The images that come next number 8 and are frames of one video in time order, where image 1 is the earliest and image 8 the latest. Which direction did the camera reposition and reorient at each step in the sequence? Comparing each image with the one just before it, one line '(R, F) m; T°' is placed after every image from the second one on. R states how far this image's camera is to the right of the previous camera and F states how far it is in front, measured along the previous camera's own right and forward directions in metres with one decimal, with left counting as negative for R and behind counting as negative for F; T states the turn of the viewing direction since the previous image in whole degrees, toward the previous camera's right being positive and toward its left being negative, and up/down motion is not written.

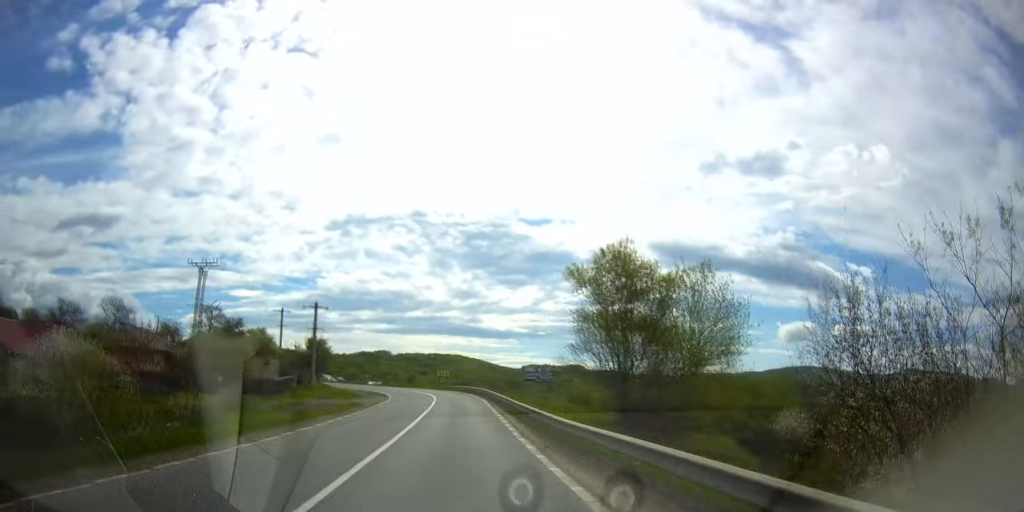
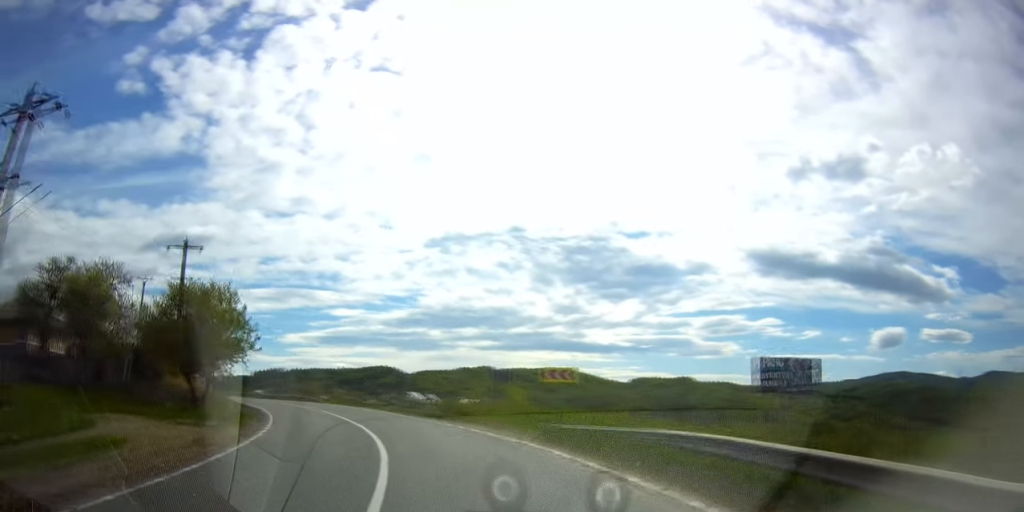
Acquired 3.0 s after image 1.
(-9.0, +60.6) m; -13°
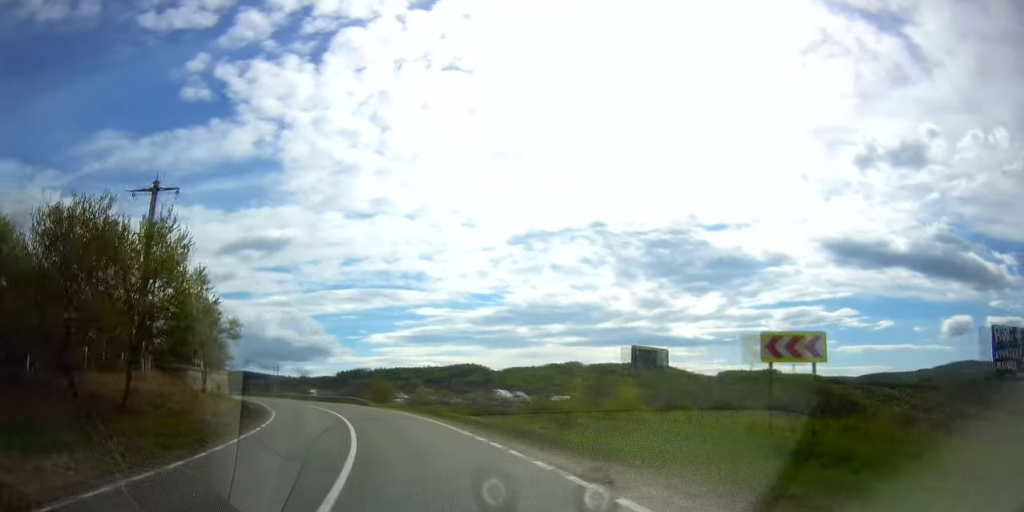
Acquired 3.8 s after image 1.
(-0.1, +16.7) m; -2°
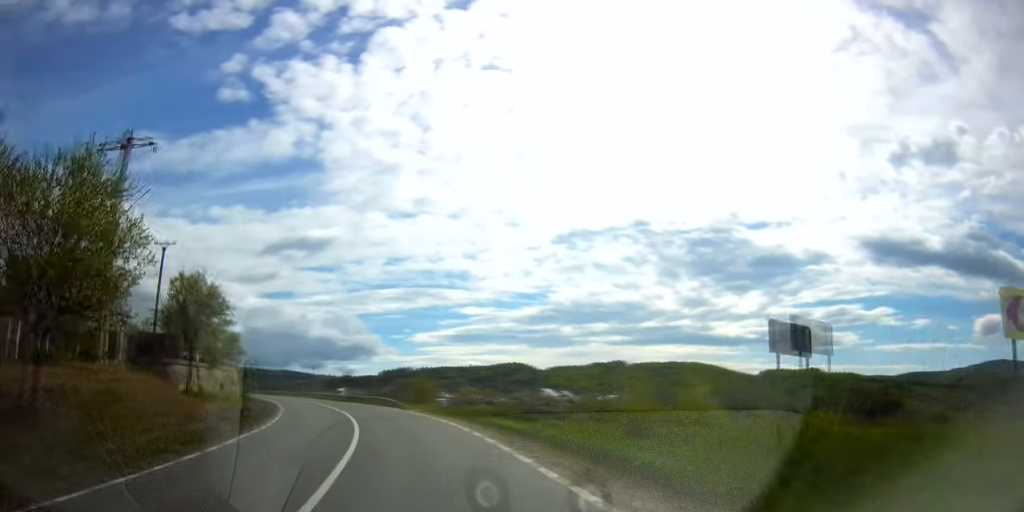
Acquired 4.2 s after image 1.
(+0.2, +7.9) m; -1°
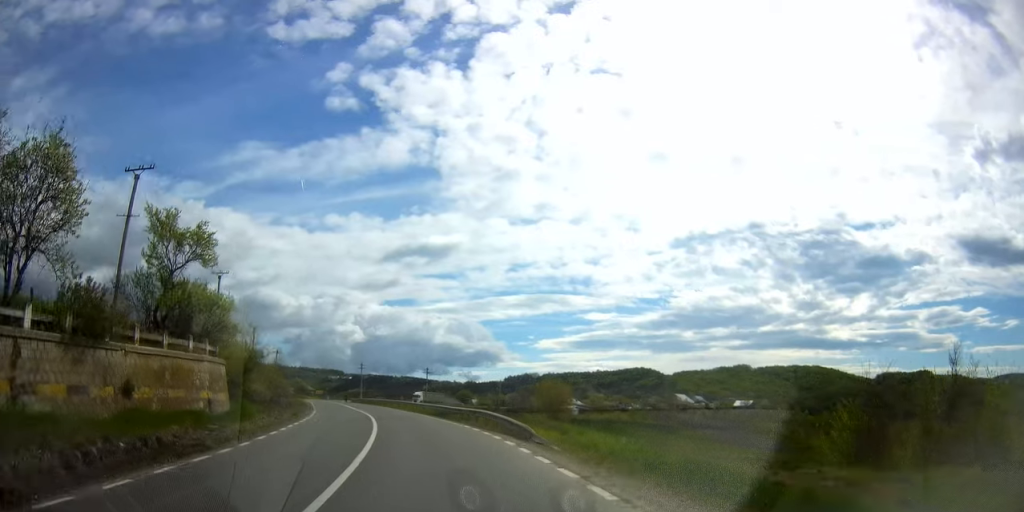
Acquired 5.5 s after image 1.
(-2.0, +24.8) m; -9°
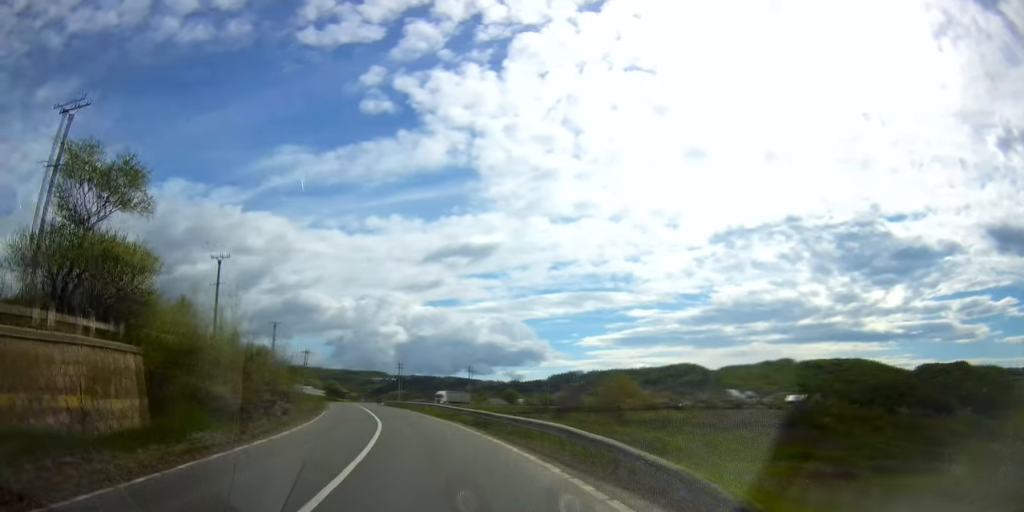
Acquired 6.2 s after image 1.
(0.0, +11.9) m; -6°
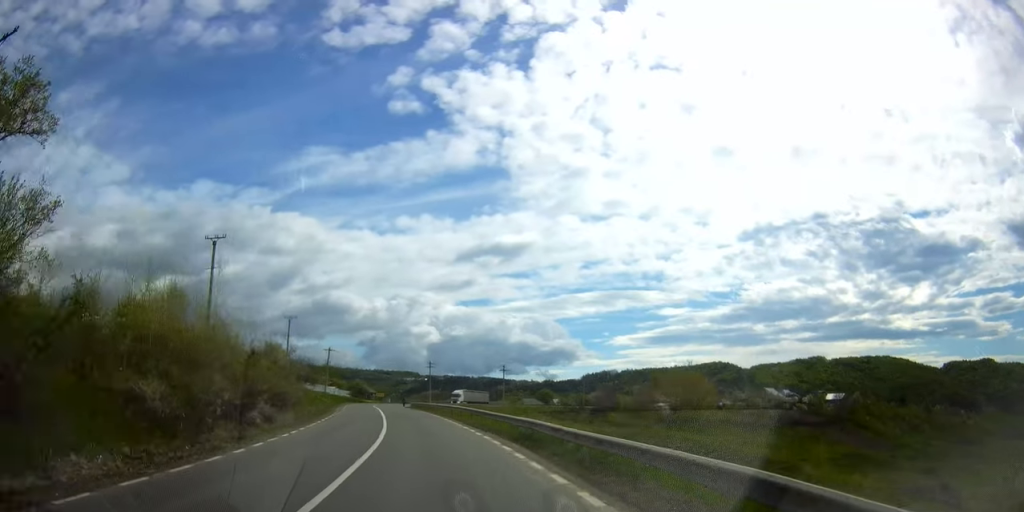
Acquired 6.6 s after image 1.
(-0.9, +8.8) m; -5°
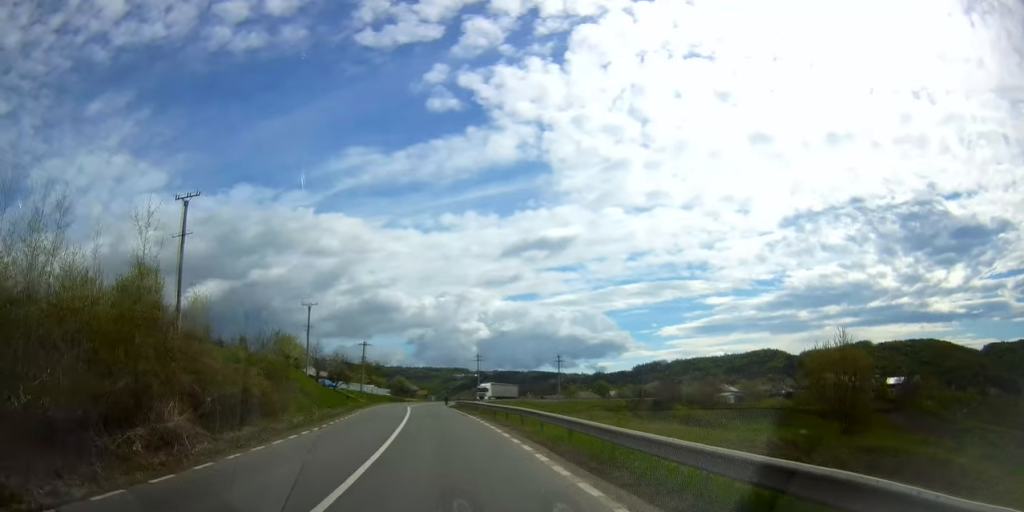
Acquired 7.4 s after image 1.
(-0.9, +13.9) m; -7°
